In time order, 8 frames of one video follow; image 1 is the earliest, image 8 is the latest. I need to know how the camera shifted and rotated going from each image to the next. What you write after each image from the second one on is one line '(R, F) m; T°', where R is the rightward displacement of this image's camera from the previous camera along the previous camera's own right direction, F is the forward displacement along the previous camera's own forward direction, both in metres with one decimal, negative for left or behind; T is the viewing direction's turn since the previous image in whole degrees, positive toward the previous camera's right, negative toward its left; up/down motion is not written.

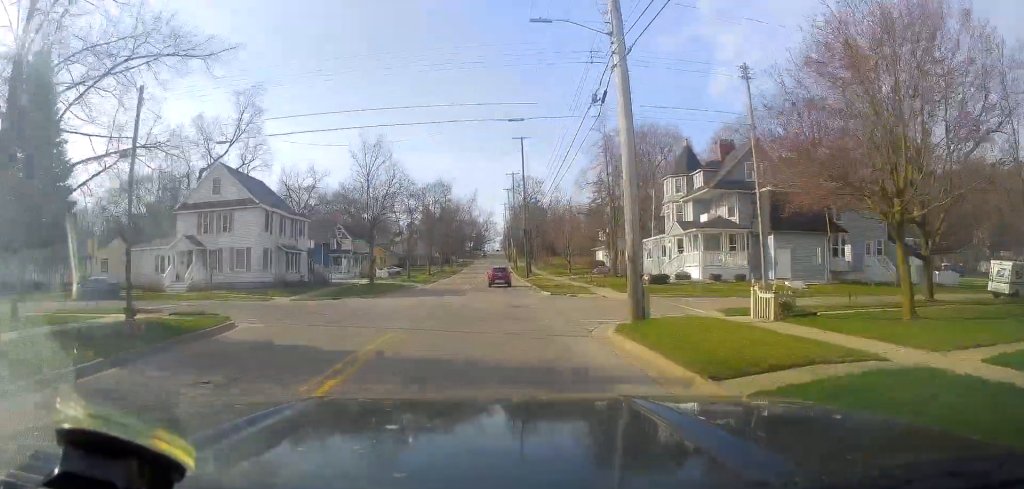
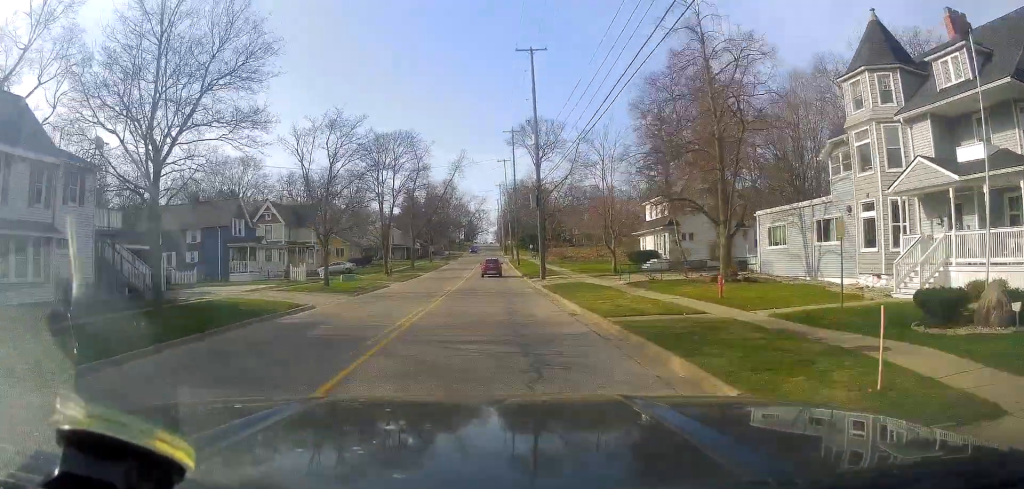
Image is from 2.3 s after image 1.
(+0.7, +29.3) m; 0°
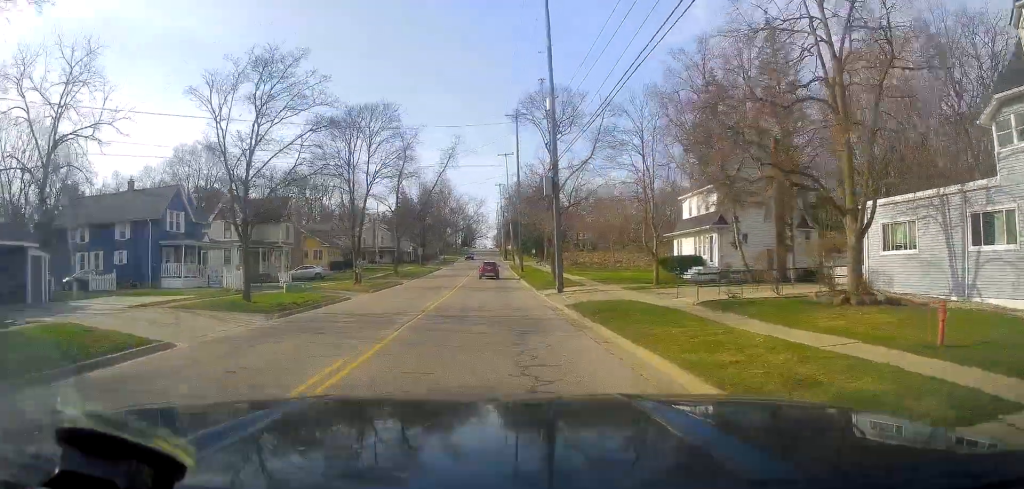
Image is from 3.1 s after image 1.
(-0.3, +11.2) m; 0°
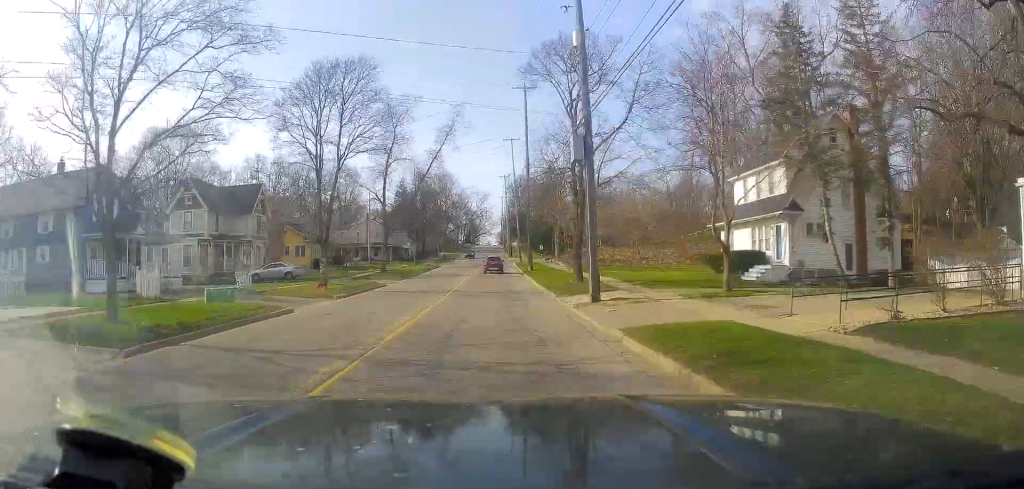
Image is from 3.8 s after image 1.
(0.0, +9.2) m; +1°
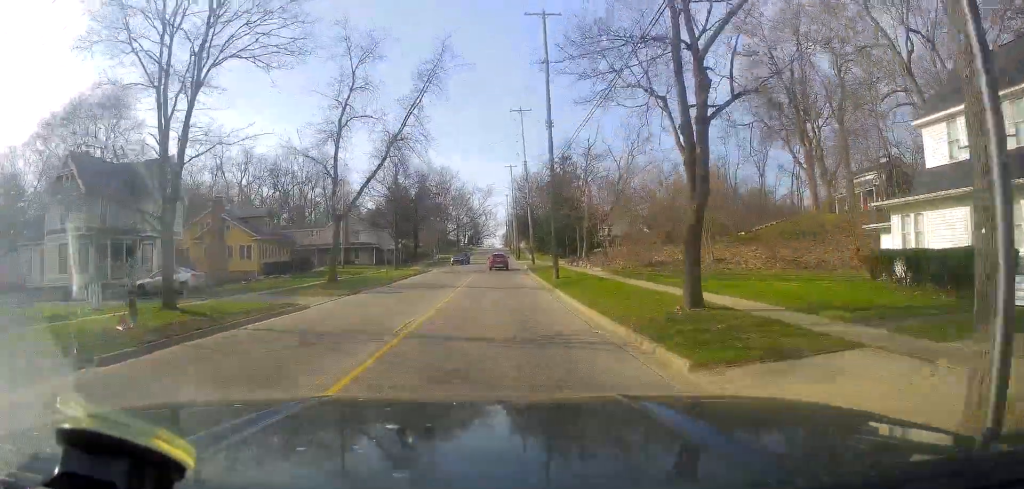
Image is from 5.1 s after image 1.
(+0.3, +17.5) m; +1°
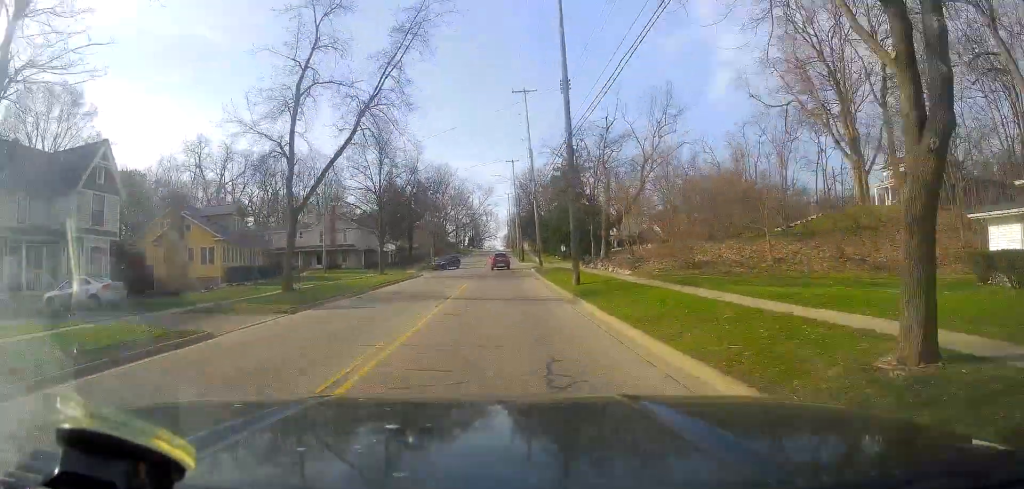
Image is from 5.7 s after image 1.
(0.0, +8.0) m; 0°
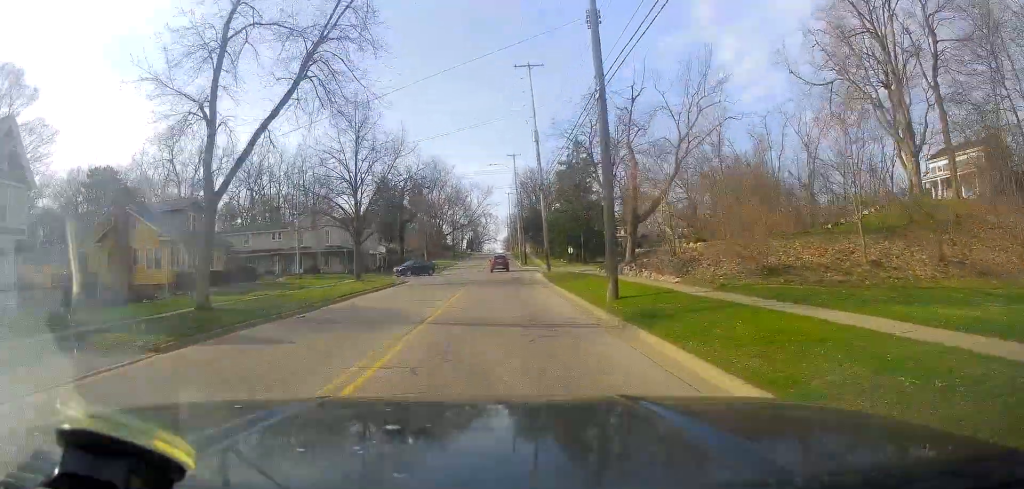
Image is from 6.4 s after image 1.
(0.0, +8.3) m; 0°
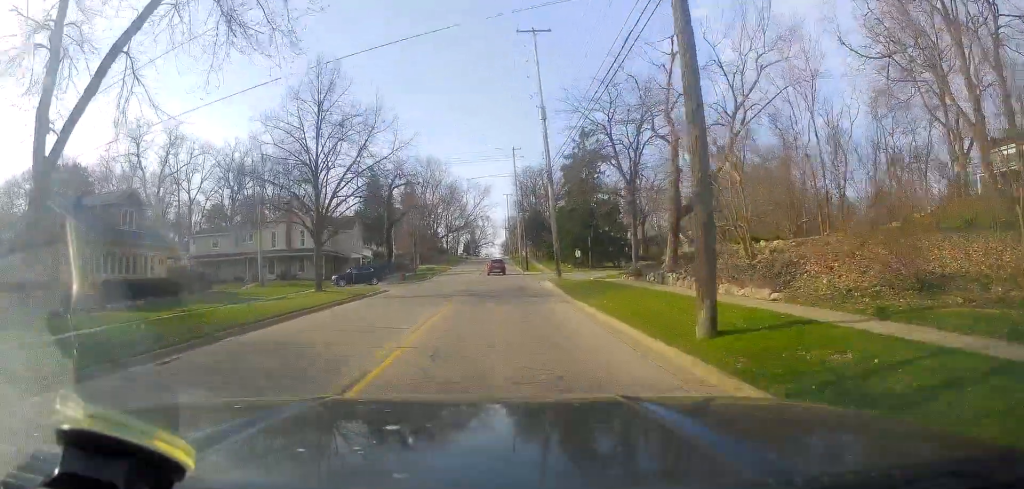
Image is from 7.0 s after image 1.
(0.0, +8.4) m; 0°
